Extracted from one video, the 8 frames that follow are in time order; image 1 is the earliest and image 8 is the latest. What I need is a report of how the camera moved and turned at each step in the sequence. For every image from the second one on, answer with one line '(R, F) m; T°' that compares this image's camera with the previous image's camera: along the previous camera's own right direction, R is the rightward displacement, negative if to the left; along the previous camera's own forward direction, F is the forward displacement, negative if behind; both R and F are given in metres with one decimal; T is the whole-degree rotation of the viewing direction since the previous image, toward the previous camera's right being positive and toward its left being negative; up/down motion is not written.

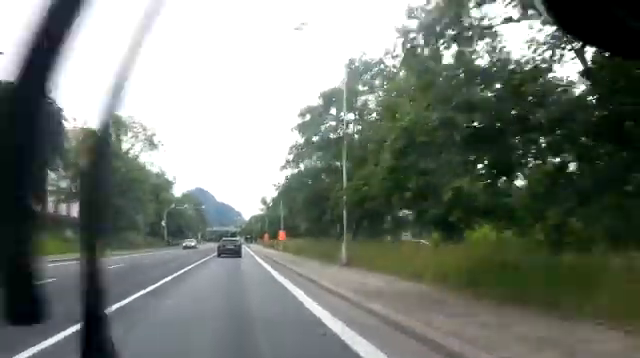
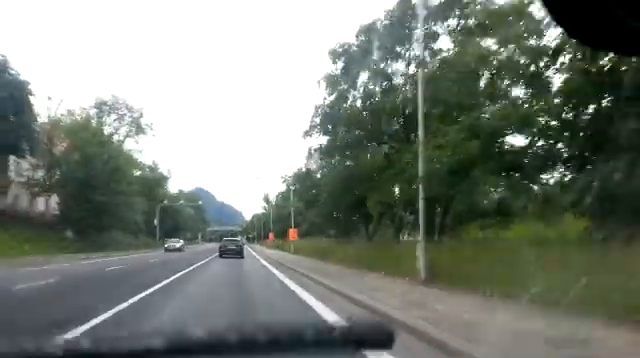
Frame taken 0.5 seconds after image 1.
(+0.1, +8.8) m; 0°
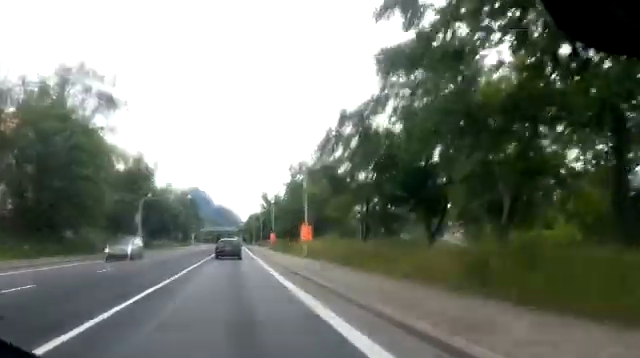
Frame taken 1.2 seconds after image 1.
(+0.2, +10.4) m; 0°
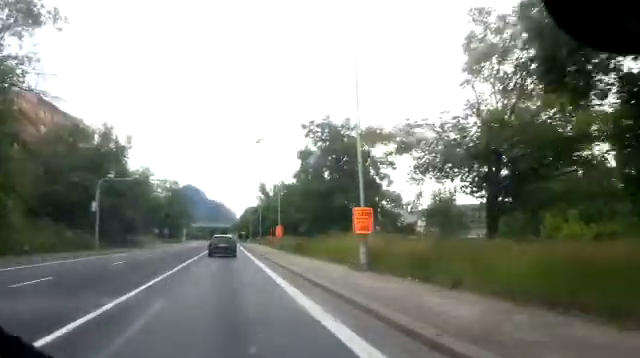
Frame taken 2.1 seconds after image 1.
(-0.1, +15.4) m; +1°
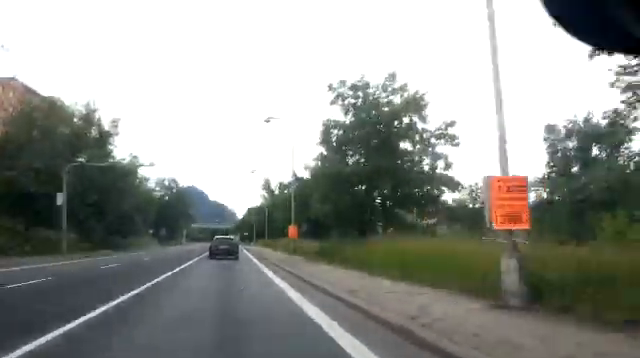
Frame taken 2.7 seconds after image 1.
(+0.2, +8.9) m; 0°
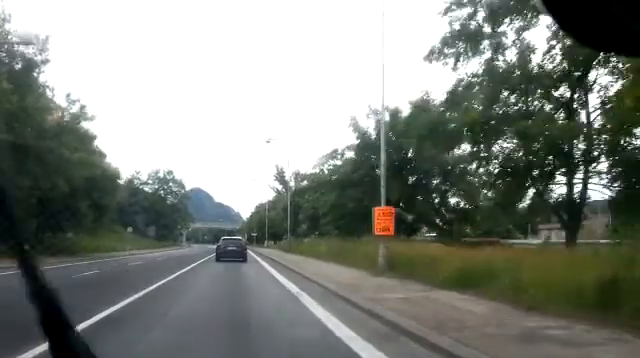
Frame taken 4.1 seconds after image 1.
(-0.4, +22.6) m; -1°
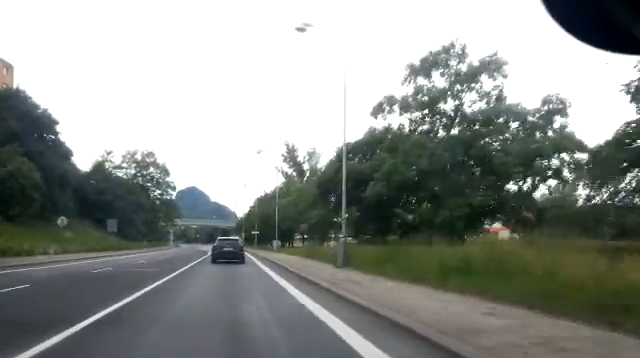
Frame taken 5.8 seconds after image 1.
(0.0, +24.2) m; +1°
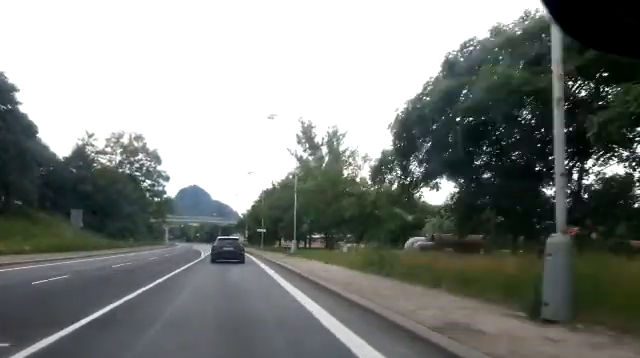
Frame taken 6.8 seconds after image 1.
(+0.2, +13.9) m; 0°
